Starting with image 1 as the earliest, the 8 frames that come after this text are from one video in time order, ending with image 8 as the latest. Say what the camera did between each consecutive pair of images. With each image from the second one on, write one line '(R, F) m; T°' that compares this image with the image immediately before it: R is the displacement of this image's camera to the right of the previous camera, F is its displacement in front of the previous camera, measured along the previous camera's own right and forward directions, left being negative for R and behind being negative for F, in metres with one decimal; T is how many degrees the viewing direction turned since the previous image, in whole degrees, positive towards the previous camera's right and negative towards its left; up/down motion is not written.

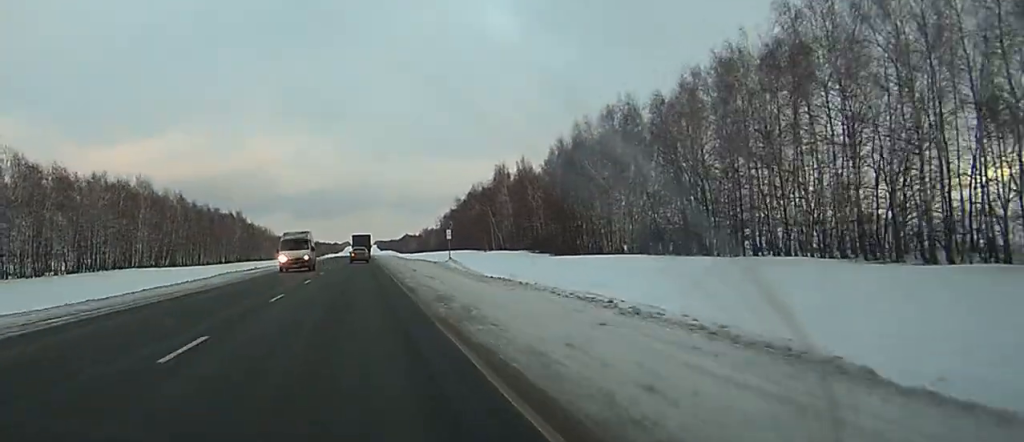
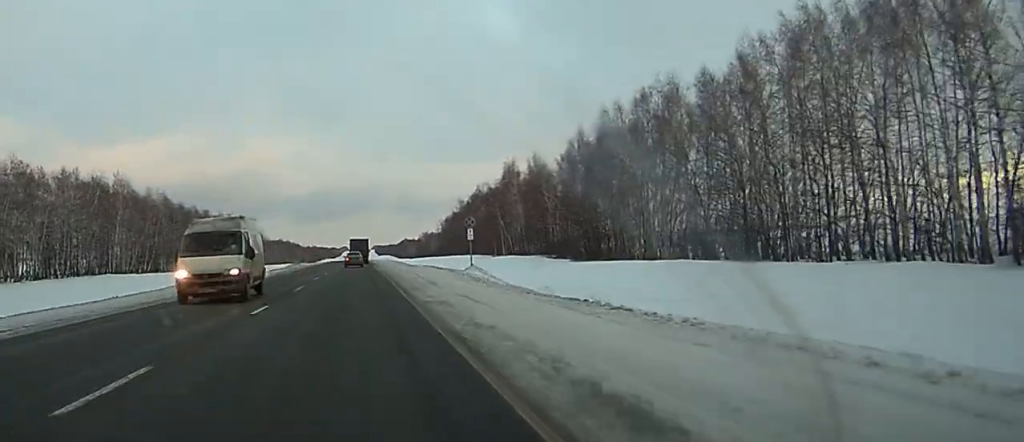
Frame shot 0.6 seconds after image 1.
(+0.1, +15.6) m; 0°
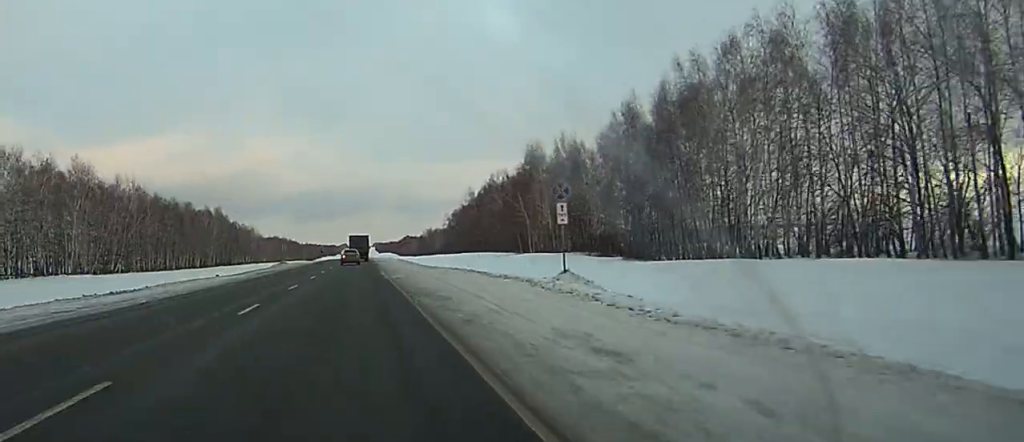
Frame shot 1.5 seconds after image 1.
(+0.1, +25.7) m; 0°
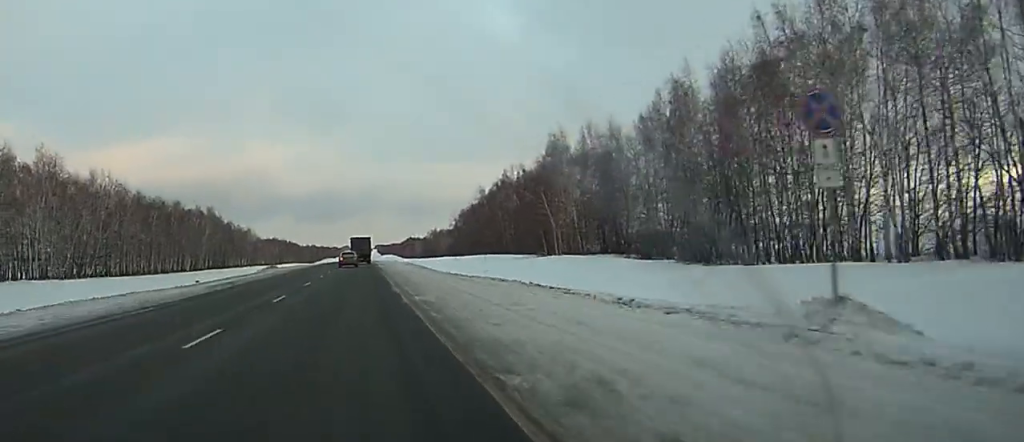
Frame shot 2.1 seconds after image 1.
(0.0, +17.4) m; 0°
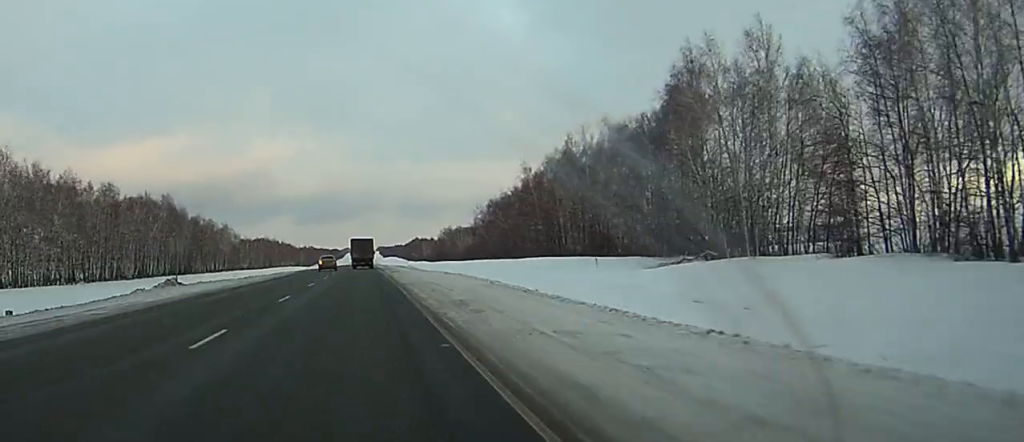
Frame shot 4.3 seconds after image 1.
(-0.4, +60.4) m; 0°
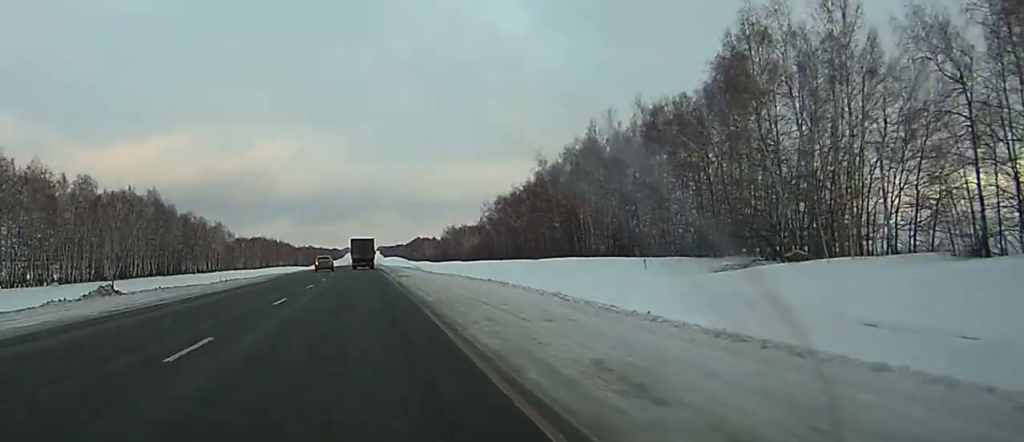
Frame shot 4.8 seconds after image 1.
(0.0, +13.6) m; 0°
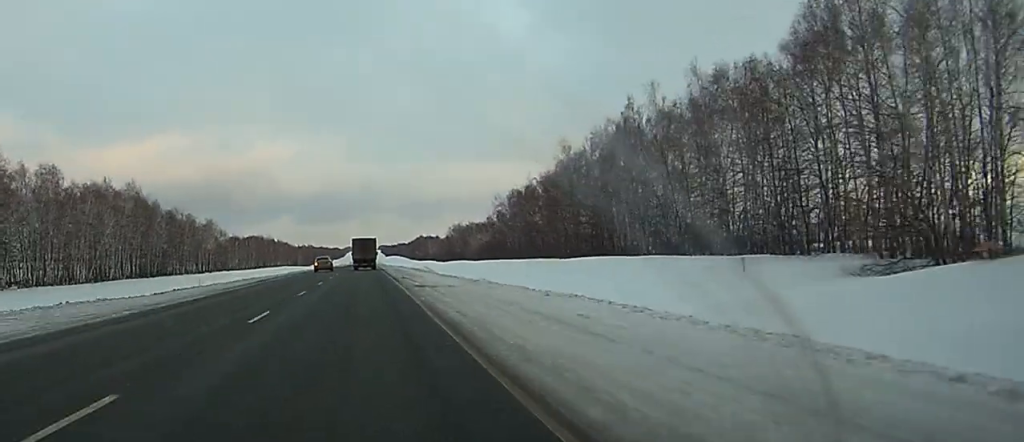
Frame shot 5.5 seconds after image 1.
(0.0, +17.2) m; 0°
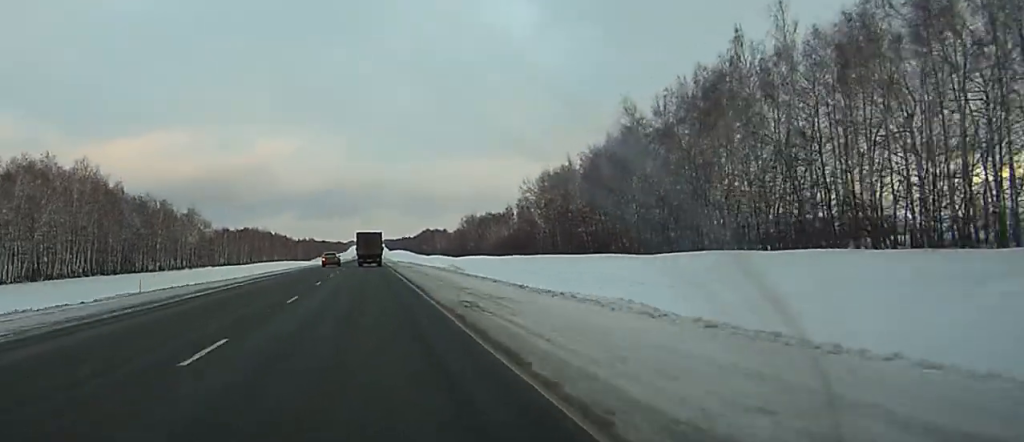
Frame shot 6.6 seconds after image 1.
(0.0, +30.6) m; +4°
